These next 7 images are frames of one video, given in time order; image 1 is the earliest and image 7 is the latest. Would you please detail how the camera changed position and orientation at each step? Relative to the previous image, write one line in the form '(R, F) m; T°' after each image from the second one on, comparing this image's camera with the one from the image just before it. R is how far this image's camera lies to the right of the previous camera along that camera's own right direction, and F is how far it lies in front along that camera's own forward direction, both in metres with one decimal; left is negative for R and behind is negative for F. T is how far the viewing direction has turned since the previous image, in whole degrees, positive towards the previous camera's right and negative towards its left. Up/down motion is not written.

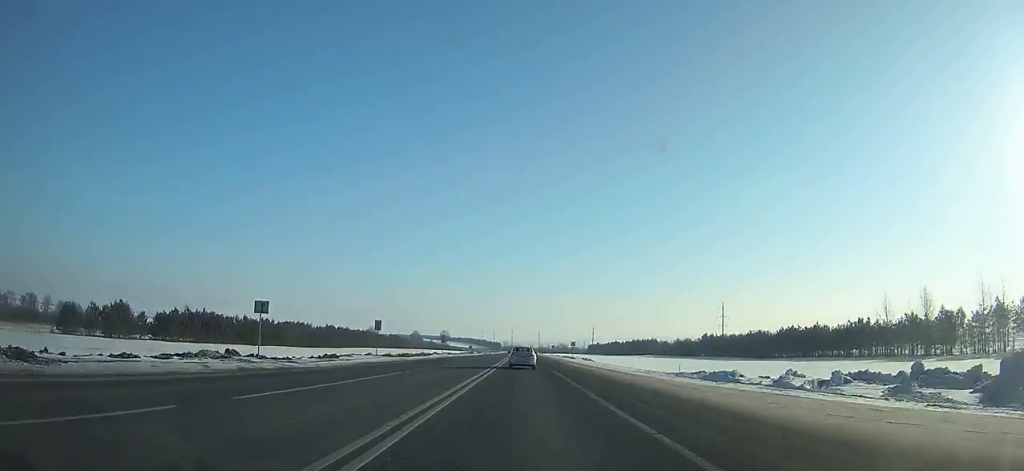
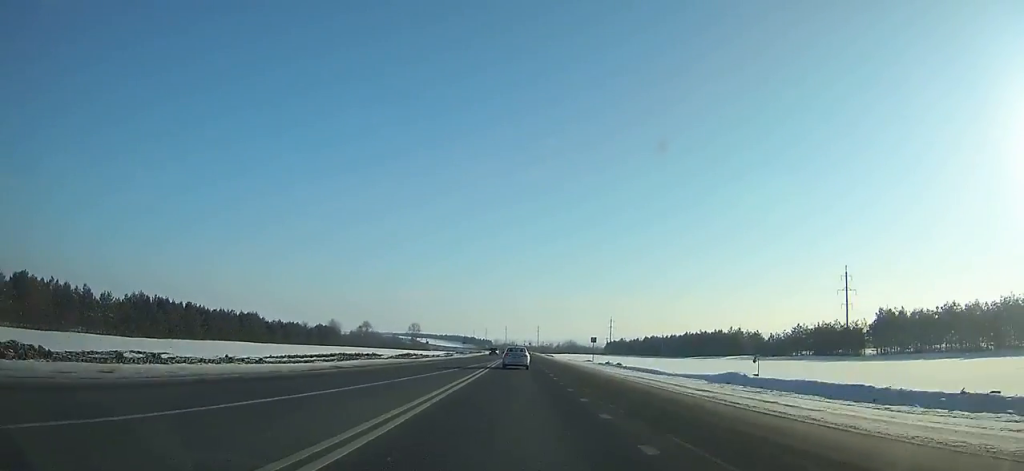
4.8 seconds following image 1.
(+0.7, +114.5) m; 0°
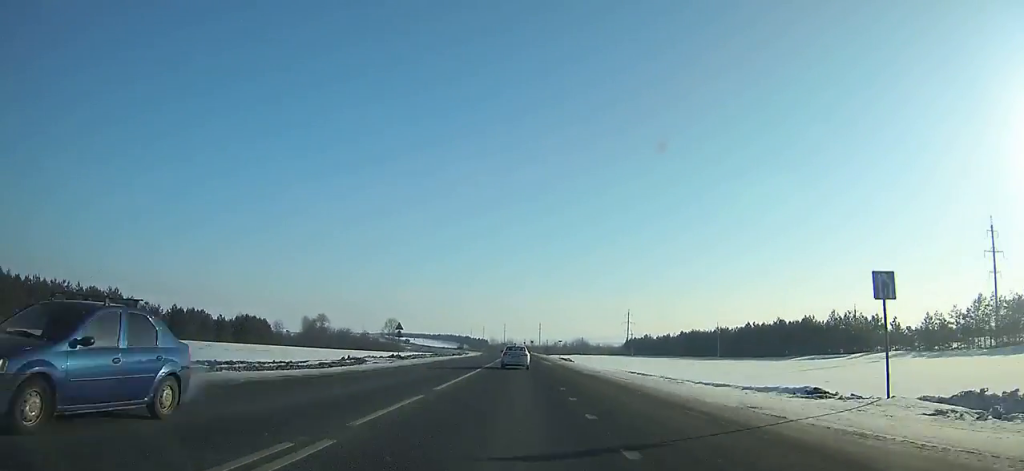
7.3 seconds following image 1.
(0.0, +59.7) m; 0°
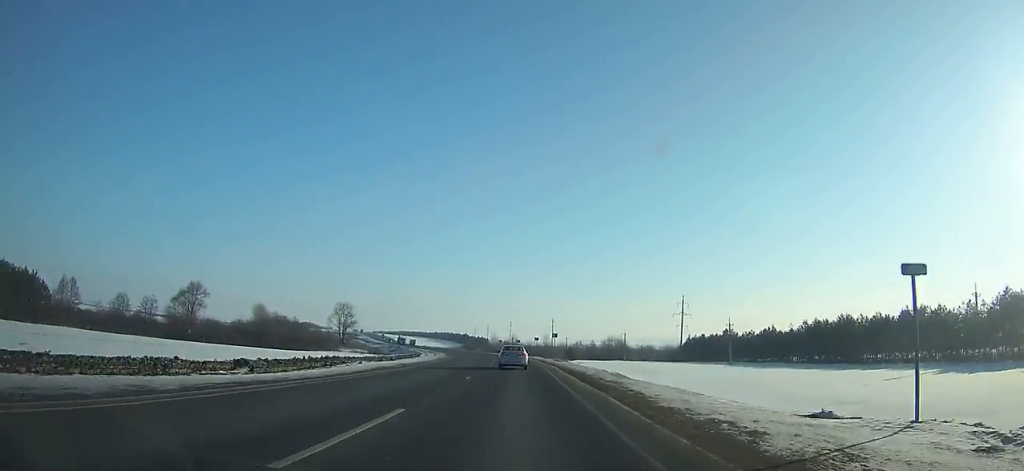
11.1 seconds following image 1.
(-0.5, +89.7) m; -2°
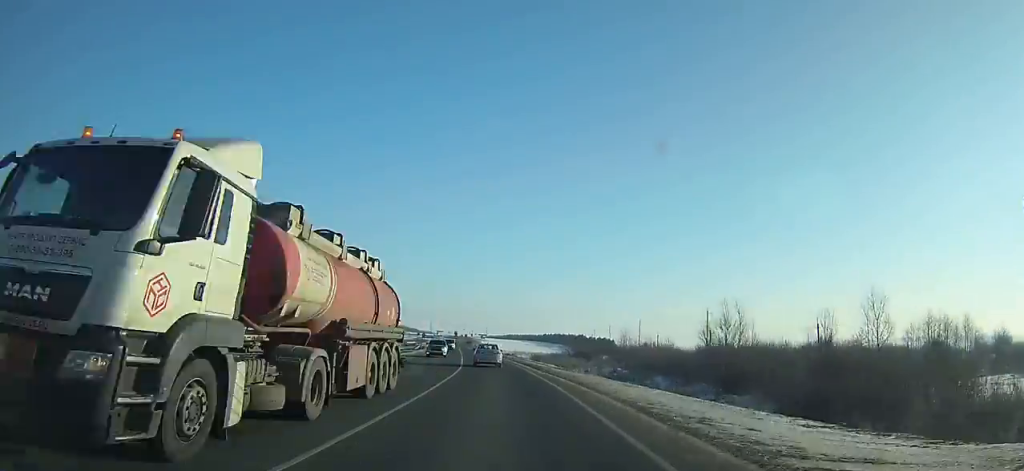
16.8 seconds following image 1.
(-11.7, +129.7) m; -12°
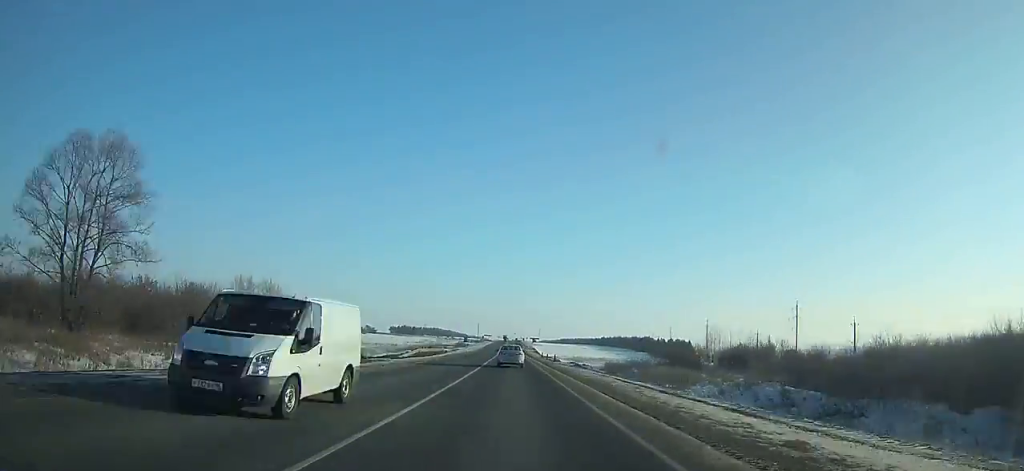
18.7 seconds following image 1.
(-1.8, +42.9) m; -3°
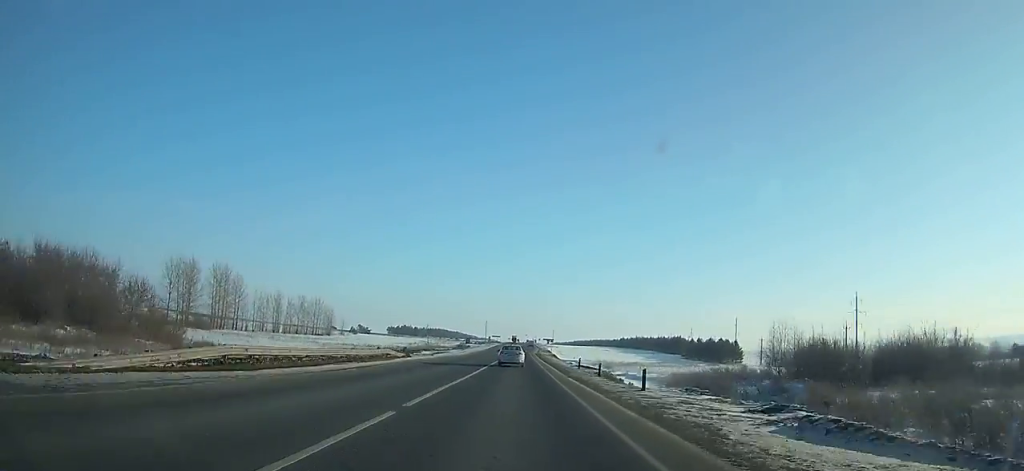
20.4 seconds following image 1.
(-1.2, +38.4) m; -2°
